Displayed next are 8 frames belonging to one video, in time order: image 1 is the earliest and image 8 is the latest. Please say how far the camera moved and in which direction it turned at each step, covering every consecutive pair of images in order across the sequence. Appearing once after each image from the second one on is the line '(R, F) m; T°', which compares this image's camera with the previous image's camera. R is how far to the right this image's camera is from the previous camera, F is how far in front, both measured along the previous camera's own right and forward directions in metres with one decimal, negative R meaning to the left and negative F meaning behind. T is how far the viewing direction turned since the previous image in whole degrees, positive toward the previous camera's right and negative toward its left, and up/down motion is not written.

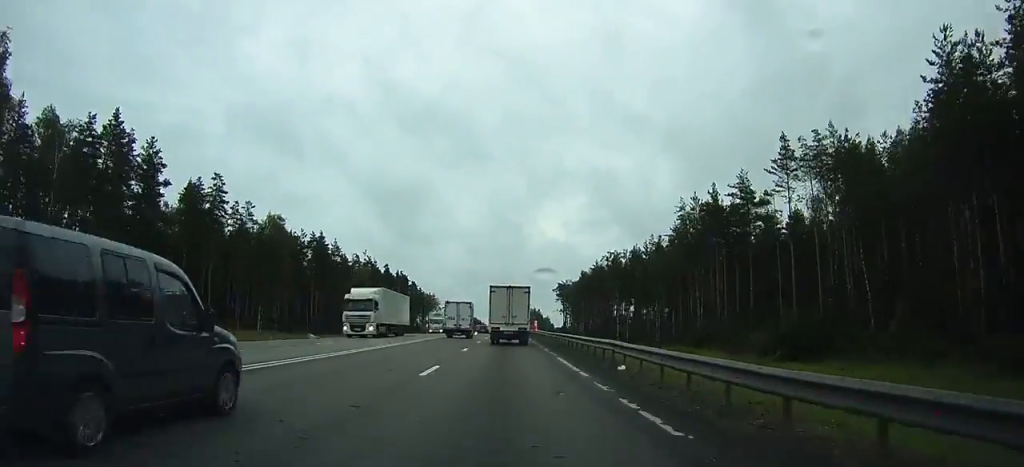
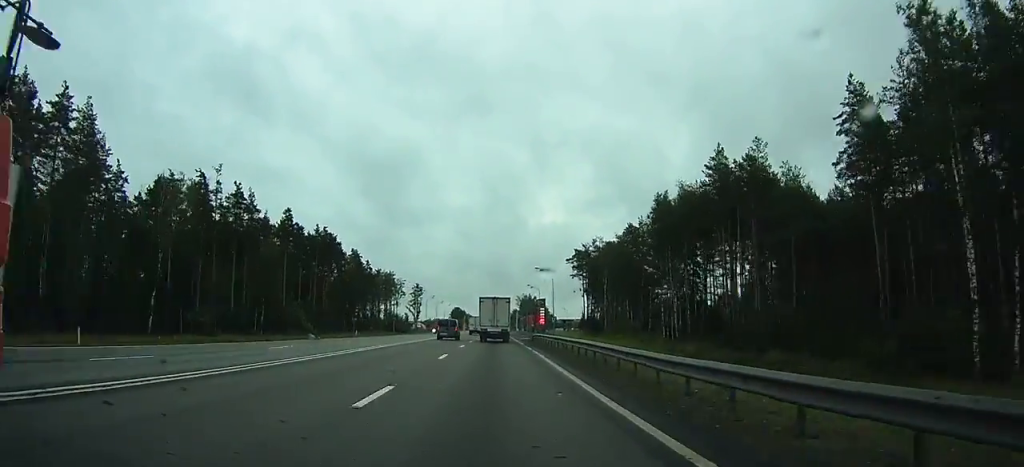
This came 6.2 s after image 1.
(+0.3, +103.3) m; +1°
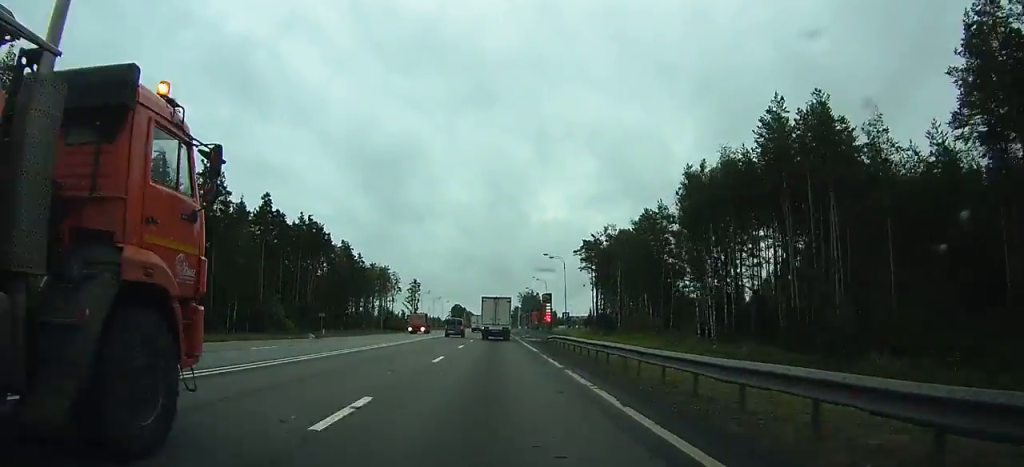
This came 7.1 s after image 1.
(0.0, +14.4) m; 0°
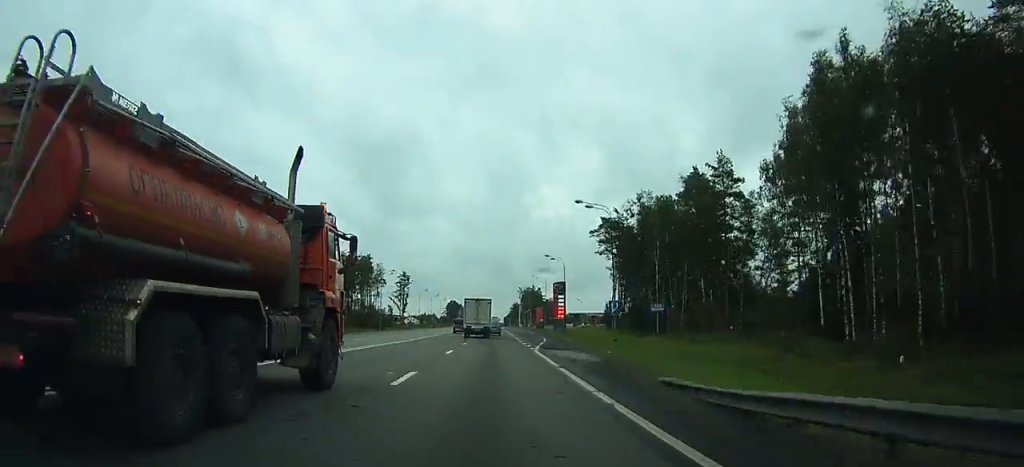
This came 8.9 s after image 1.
(+0.1, +31.0) m; 0°
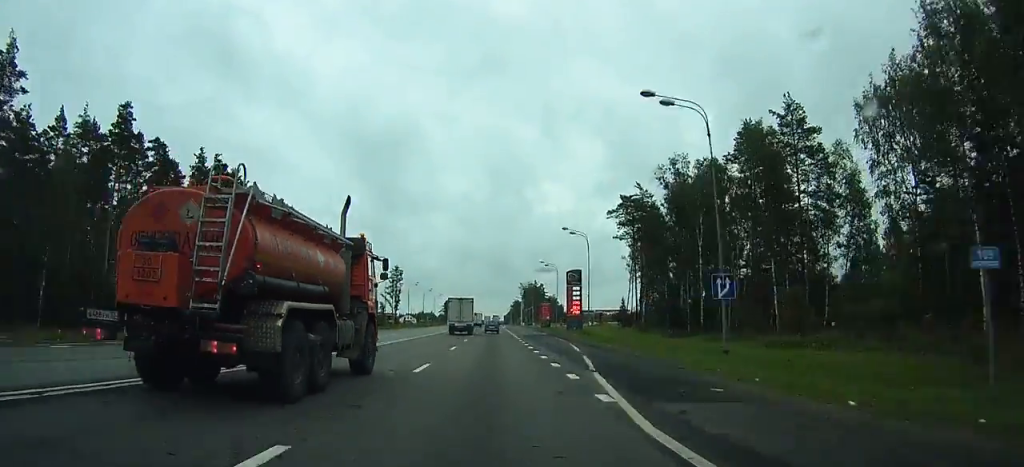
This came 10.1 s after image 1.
(+0.1, +20.0) m; -1°
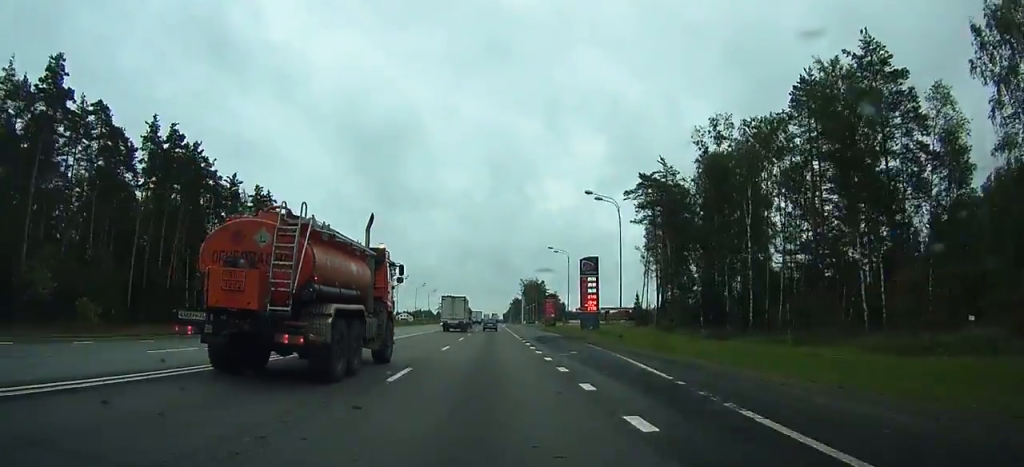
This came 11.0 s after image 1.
(-0.1, +14.6) m; -1°
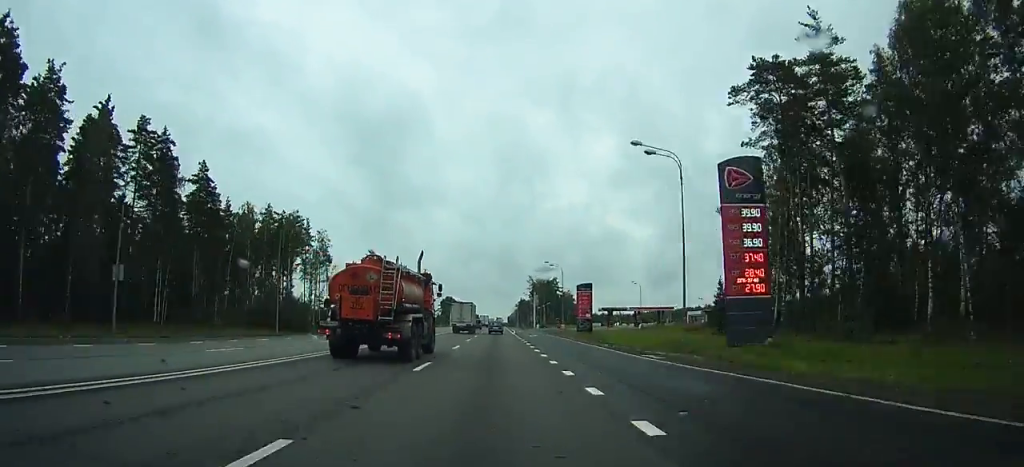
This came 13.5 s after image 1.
(-0.8, +43.5) m; -1°
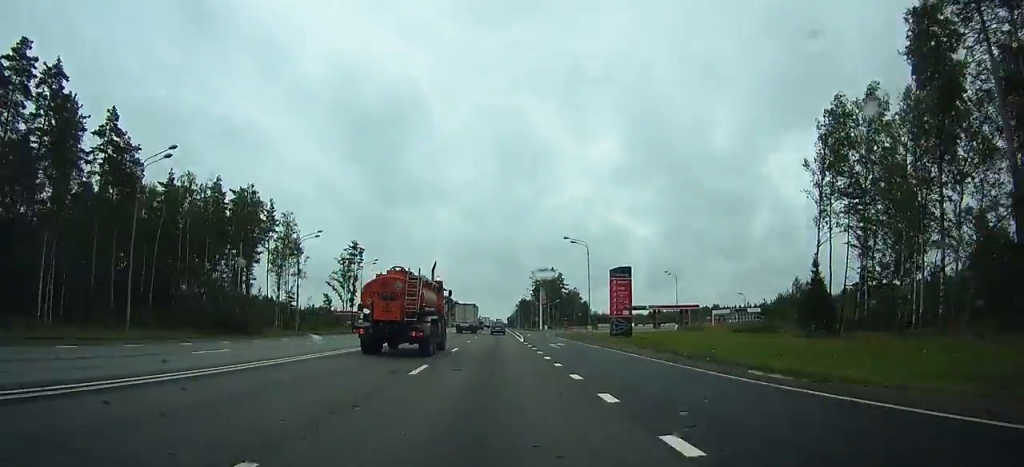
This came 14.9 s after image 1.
(-0.1, +24.6) m; 0°
